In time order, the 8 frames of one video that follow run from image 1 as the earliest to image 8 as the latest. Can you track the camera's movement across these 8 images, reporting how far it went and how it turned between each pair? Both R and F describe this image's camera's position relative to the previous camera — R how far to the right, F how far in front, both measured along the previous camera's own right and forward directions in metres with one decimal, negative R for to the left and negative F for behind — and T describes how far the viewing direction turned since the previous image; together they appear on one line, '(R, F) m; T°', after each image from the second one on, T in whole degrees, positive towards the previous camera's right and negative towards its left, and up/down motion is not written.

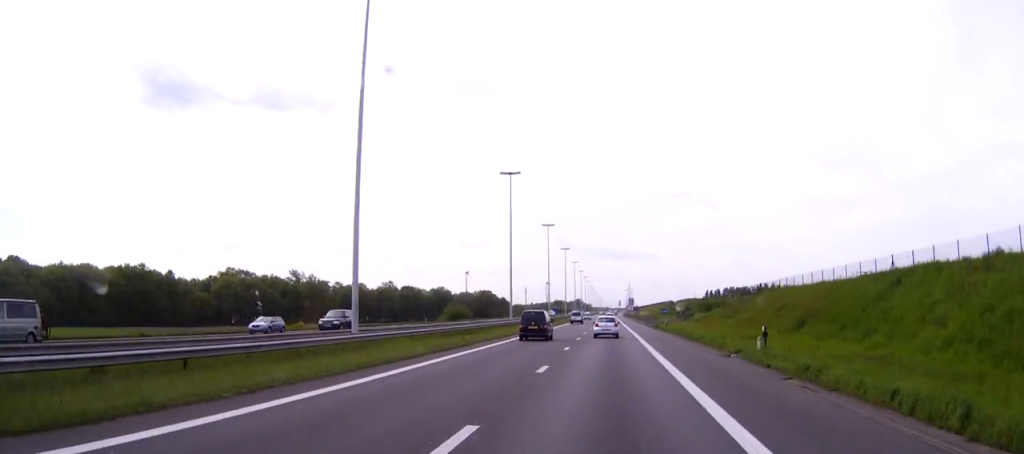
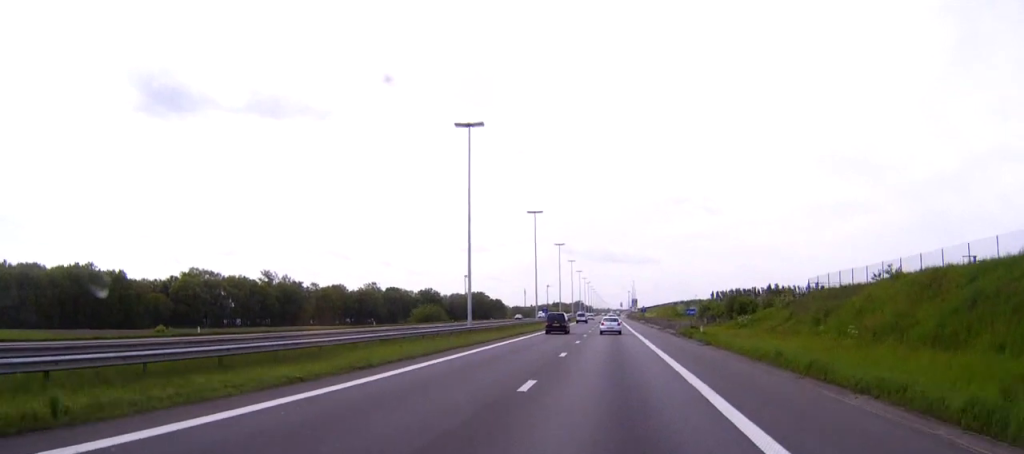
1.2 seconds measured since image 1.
(0.0, +30.6) m; 0°
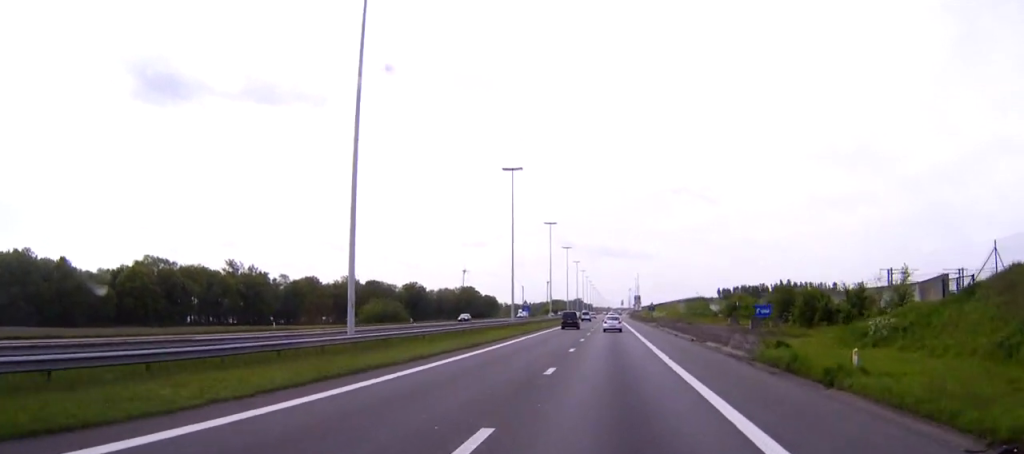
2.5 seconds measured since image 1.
(0.0, +32.0) m; 0°
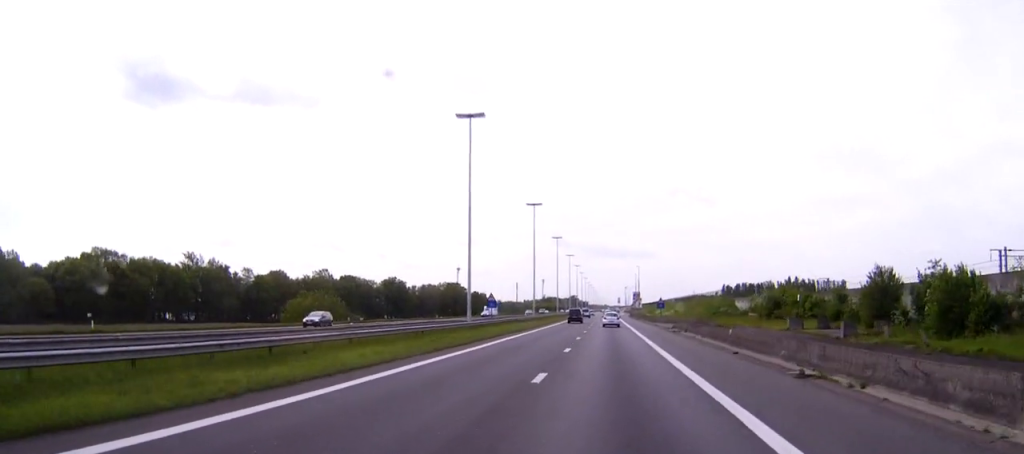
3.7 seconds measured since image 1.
(0.0, +28.7) m; 0°
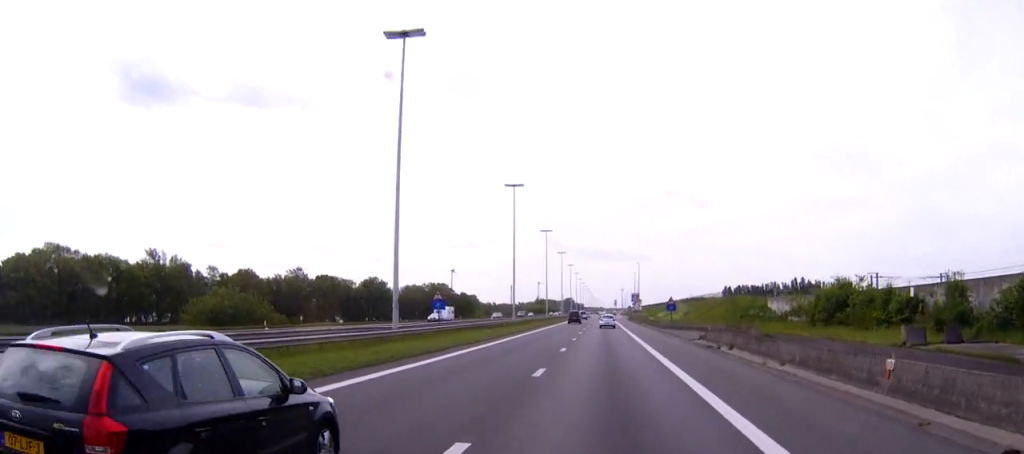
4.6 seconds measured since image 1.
(+0.1, +22.9) m; 0°
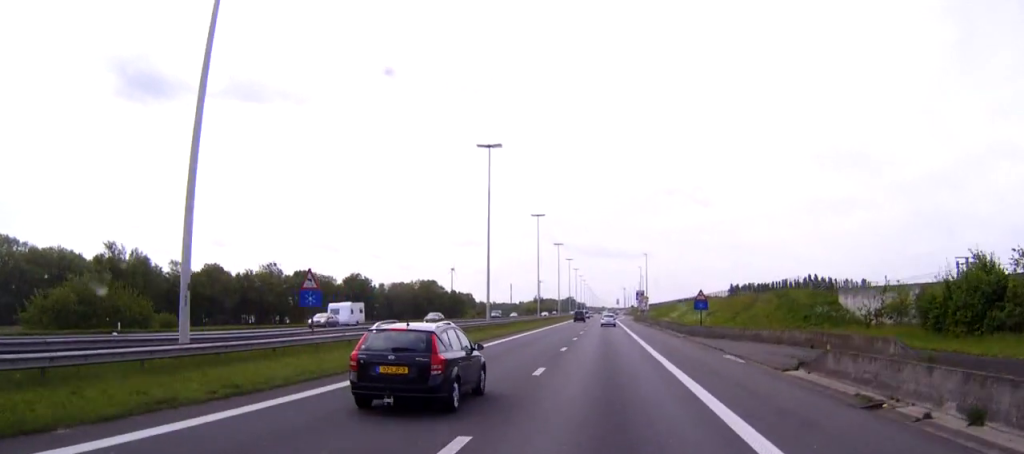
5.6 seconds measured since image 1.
(0.0, +24.6) m; 0°
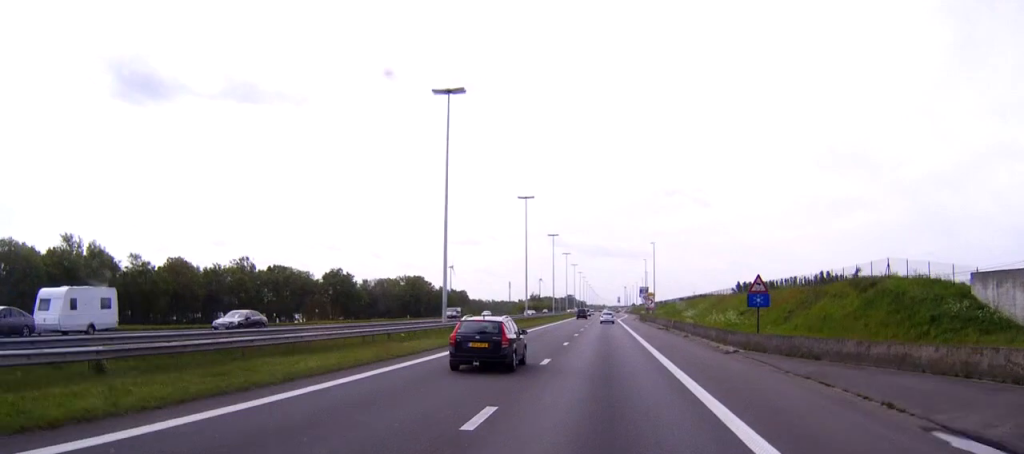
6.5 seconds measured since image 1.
(-0.1, +22.0) m; 0°
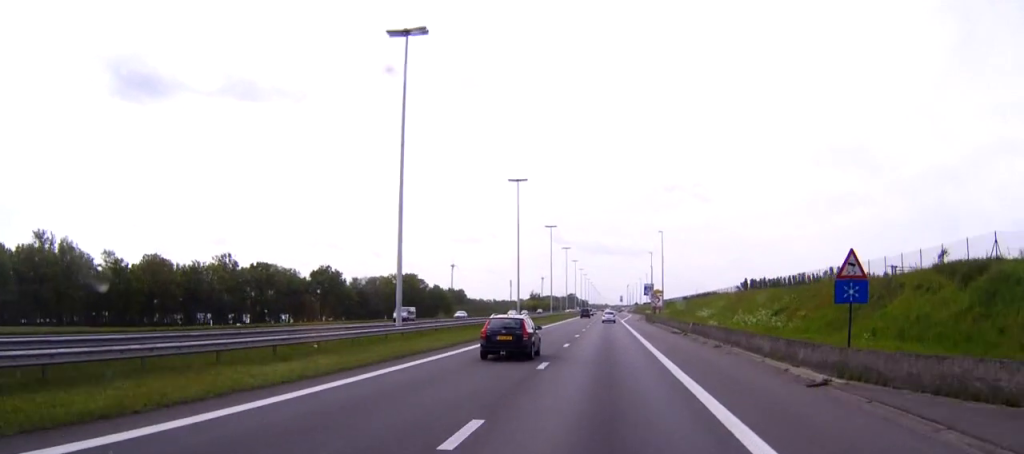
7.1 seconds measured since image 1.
(0.0, +13.8) m; 0°
